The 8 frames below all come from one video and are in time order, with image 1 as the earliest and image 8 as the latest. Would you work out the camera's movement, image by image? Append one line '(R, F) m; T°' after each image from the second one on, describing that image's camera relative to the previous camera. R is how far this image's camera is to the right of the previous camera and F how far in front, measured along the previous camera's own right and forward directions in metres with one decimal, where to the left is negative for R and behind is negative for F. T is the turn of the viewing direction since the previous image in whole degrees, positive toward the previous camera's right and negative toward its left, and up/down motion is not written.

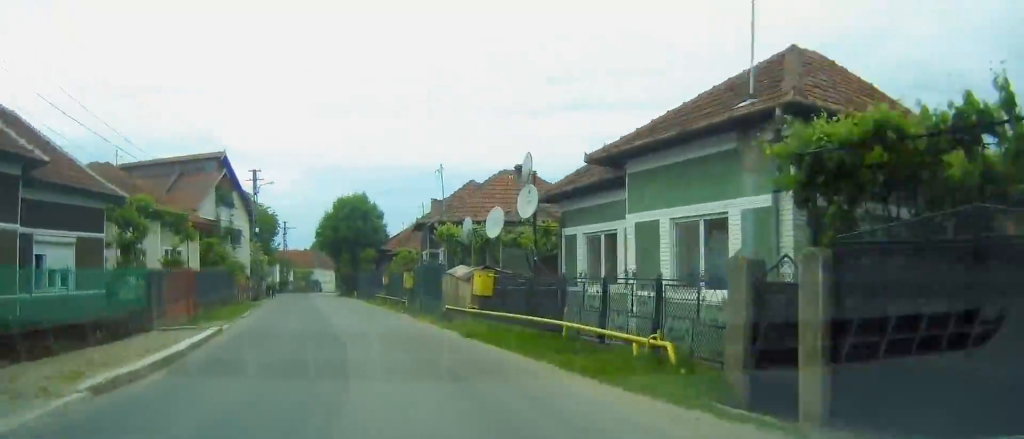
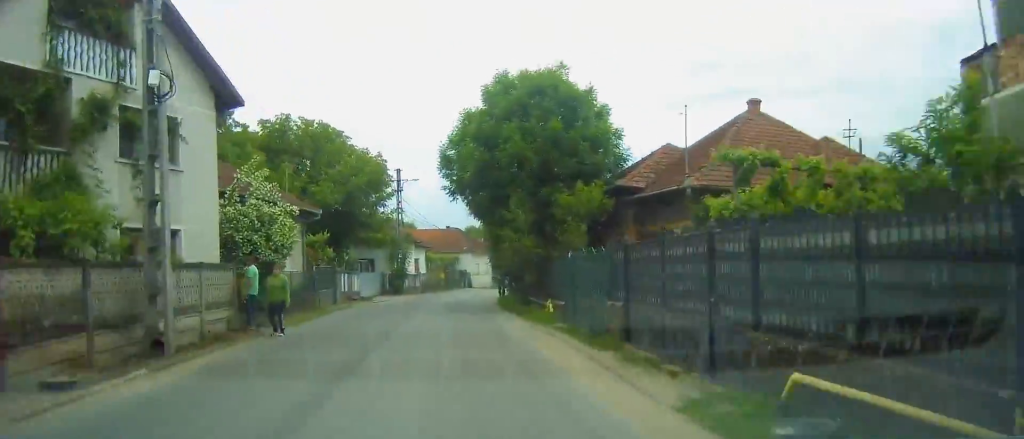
(-4.4, +30.0) m; -7°
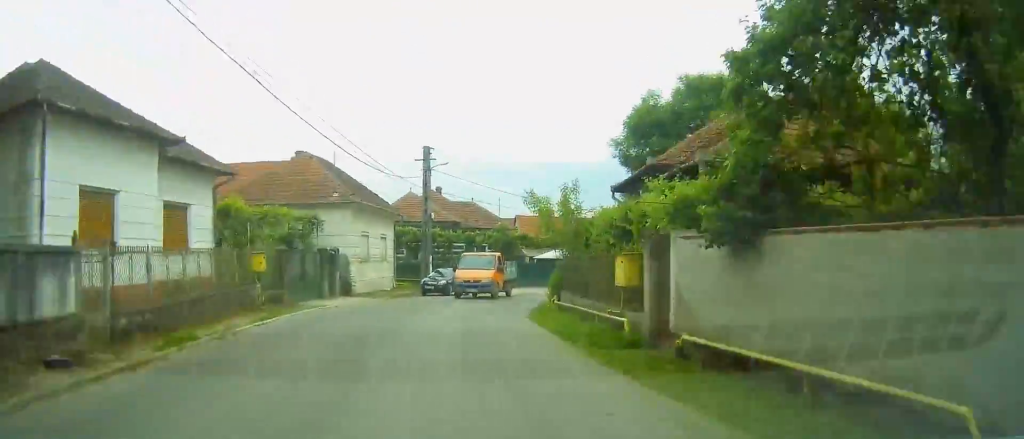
(+1.4, +38.8) m; +14°
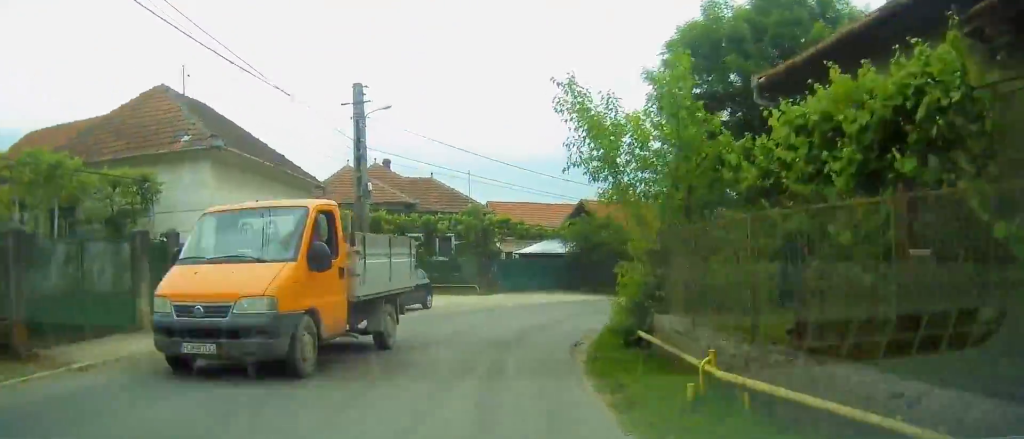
(-0.3, +18.8) m; +11°
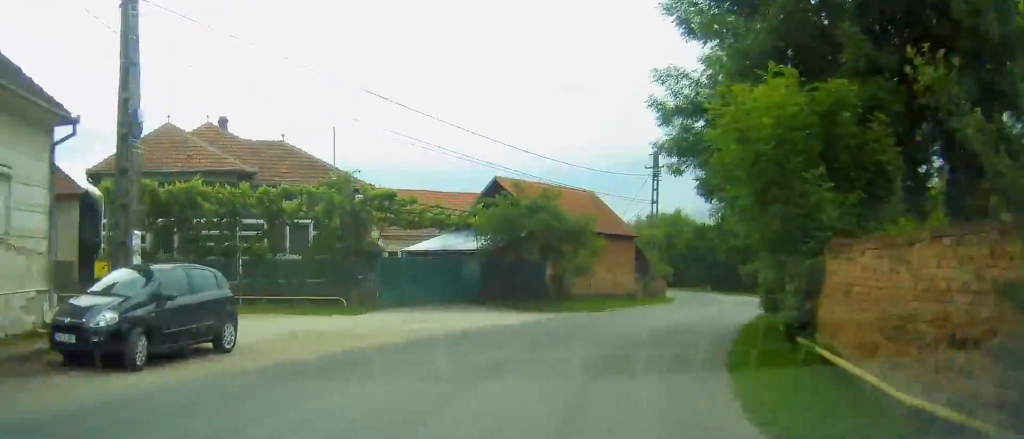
(+4.2, +18.9) m; +4°
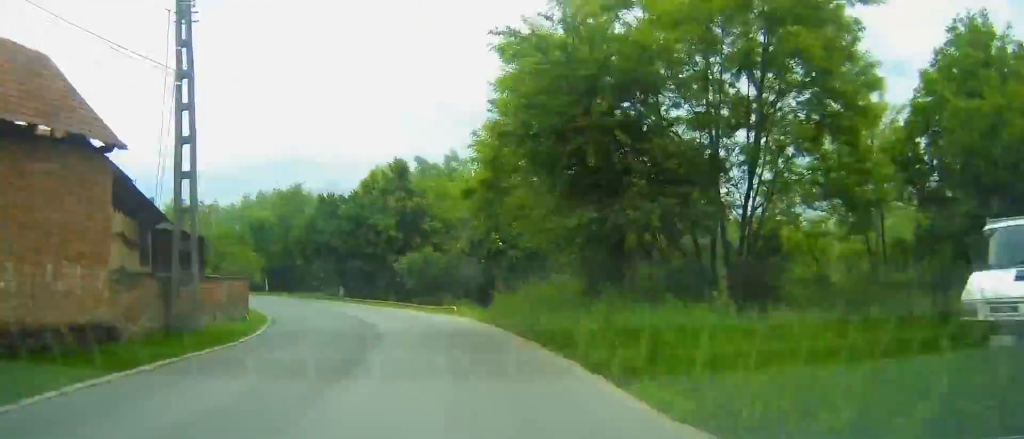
(+2.3, +28.7) m; 0°
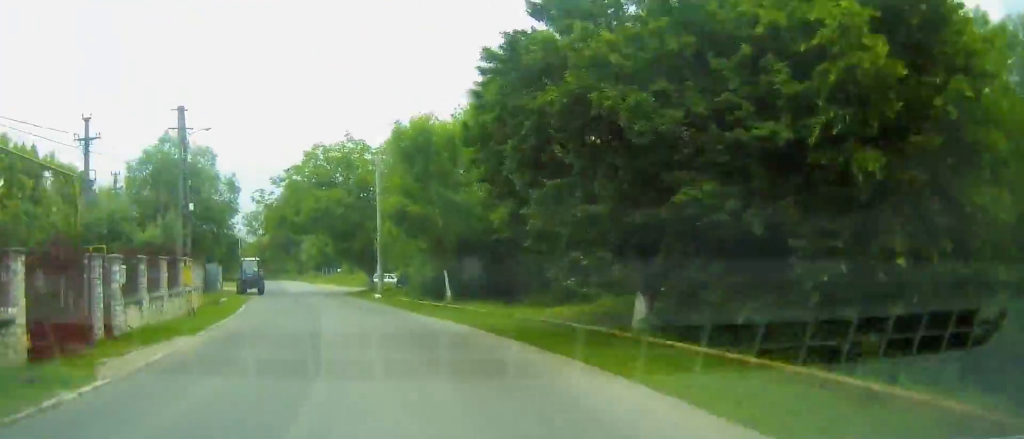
(-0.8, +33.7) m; -10°
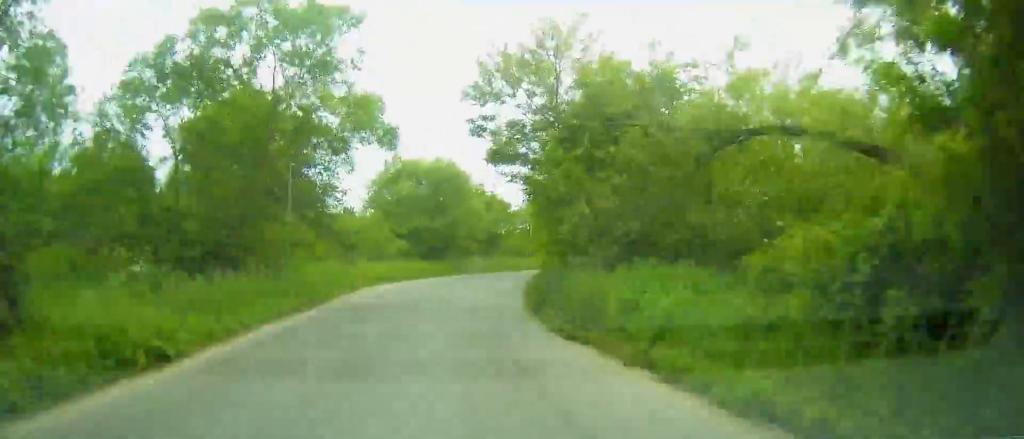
(-43.6, +144.2) m; -23°
